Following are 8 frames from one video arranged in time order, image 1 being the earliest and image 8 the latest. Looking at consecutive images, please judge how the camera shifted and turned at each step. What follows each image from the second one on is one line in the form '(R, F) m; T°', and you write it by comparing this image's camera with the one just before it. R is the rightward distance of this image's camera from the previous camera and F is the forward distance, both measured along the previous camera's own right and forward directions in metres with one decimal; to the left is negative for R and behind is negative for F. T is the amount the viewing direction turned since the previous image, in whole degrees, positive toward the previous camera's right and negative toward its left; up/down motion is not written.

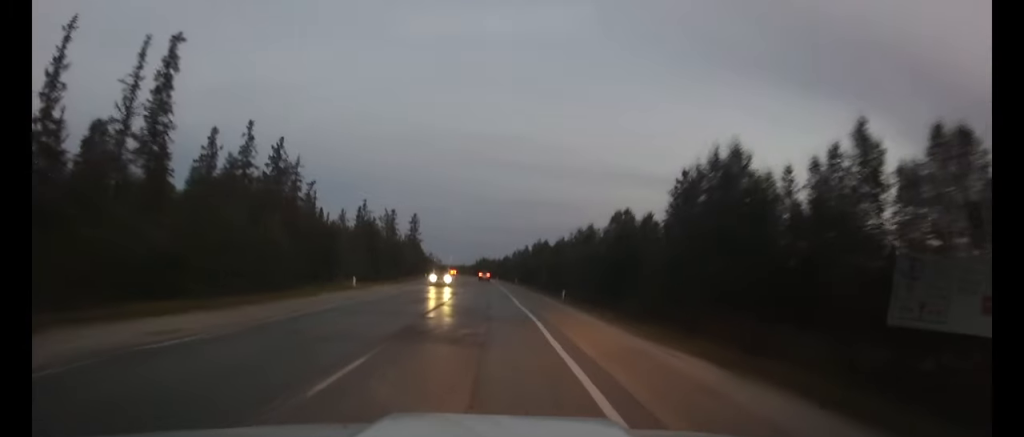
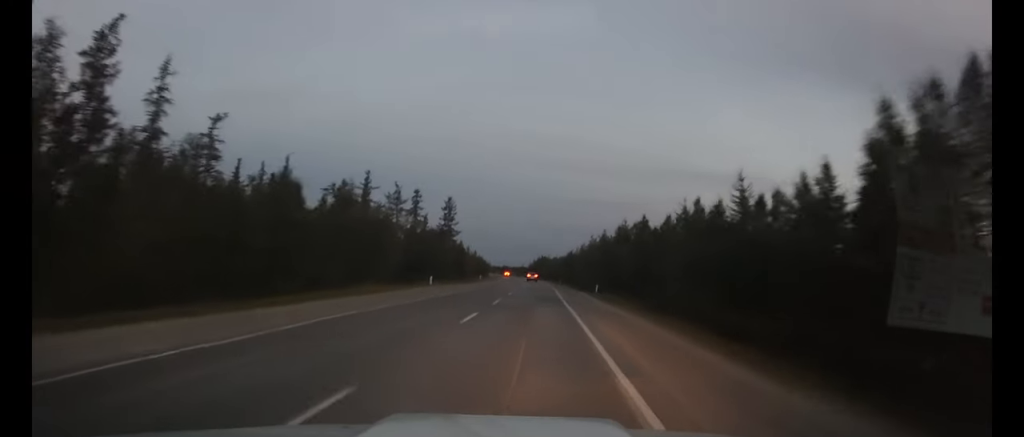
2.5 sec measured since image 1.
(0.0, +38.6) m; -2°
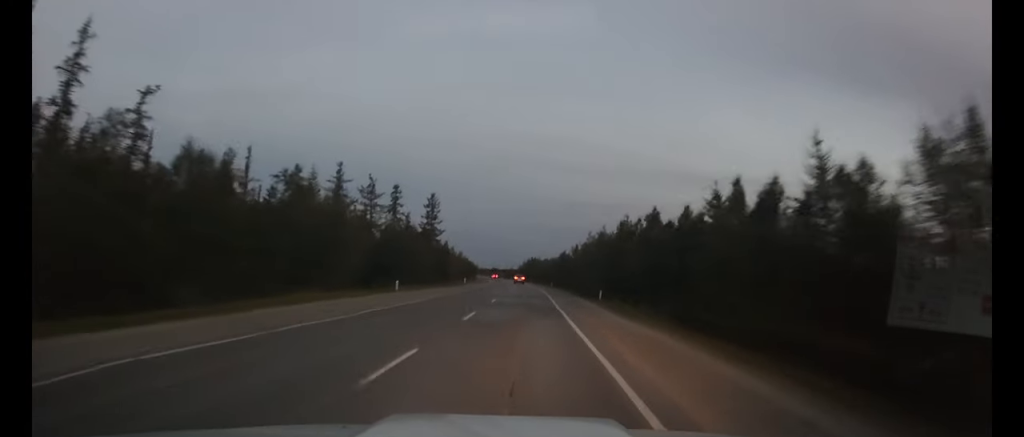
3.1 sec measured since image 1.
(-0.1, +8.4) m; -1°
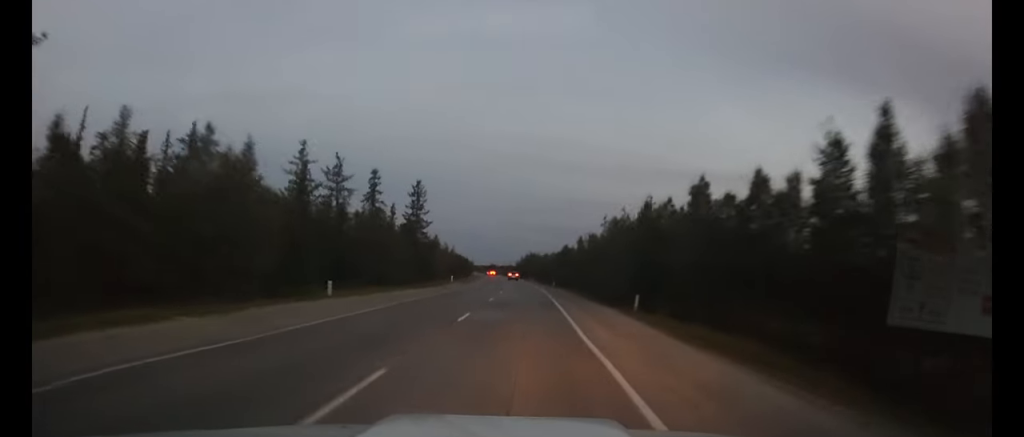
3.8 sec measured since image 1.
(-0.1, +12.4) m; 0°
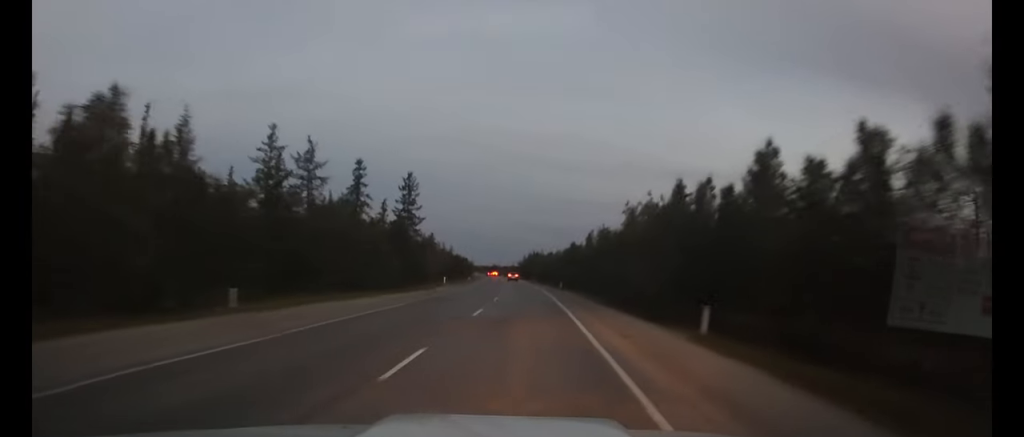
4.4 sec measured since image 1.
(0.0, +8.9) m; 0°
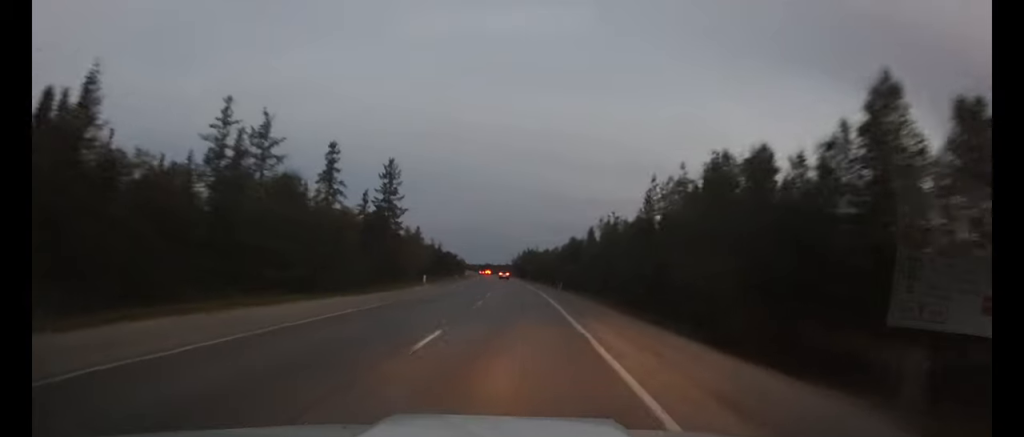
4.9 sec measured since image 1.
(0.0, +8.9) m; 0°
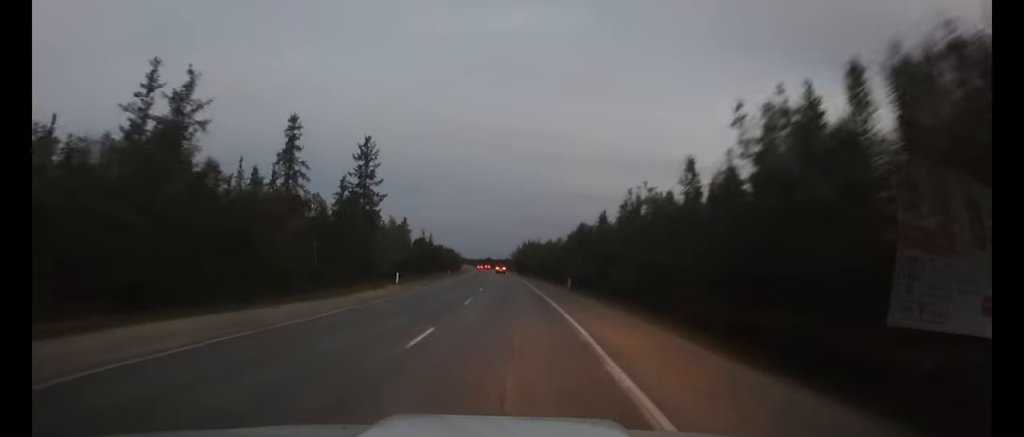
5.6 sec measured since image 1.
(0.0, +11.9) m; 0°
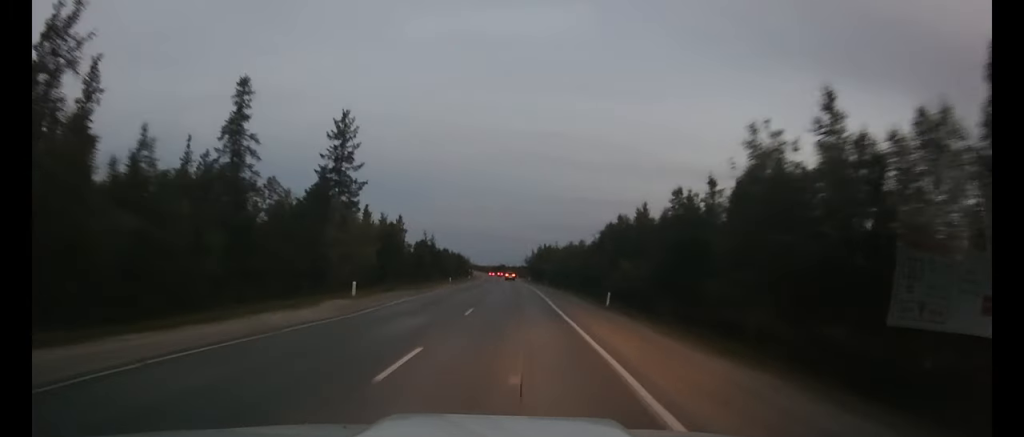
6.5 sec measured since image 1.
(0.0, +14.8) m; 0°
